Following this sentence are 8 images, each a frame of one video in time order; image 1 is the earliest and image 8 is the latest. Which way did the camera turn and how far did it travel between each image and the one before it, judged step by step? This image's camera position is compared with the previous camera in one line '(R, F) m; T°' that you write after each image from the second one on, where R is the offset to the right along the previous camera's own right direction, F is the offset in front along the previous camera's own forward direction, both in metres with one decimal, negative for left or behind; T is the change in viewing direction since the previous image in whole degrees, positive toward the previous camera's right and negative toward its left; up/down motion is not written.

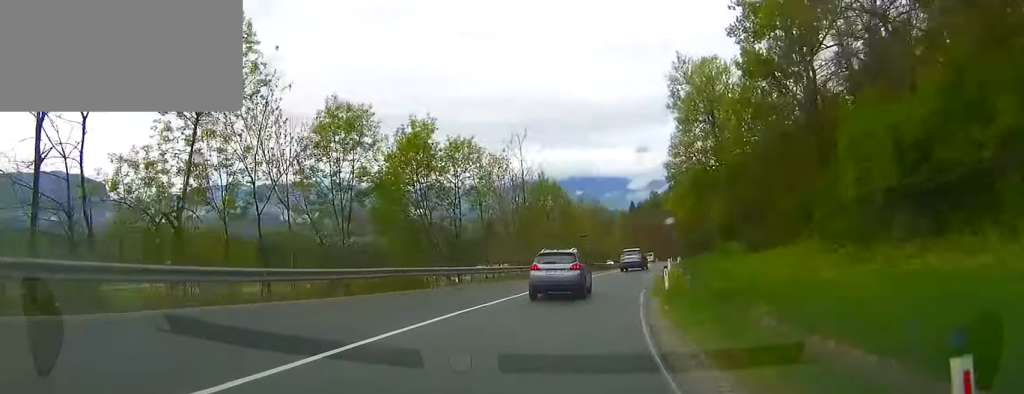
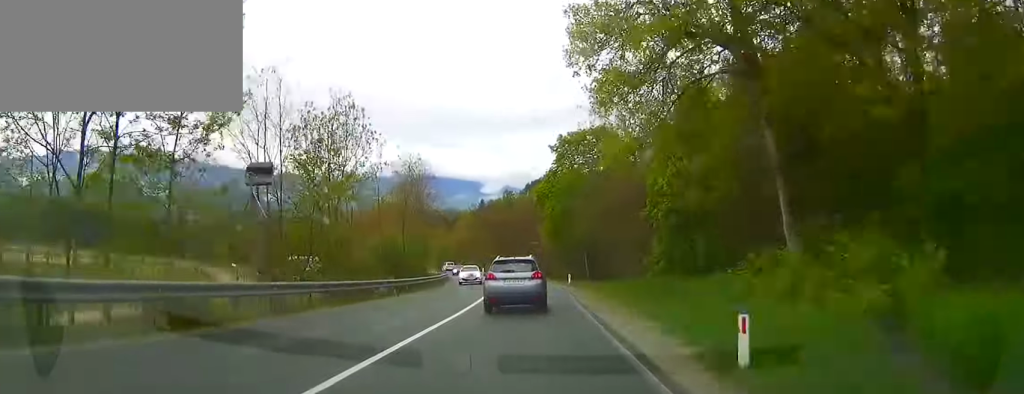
(+6.5, +45.9) m; +8°
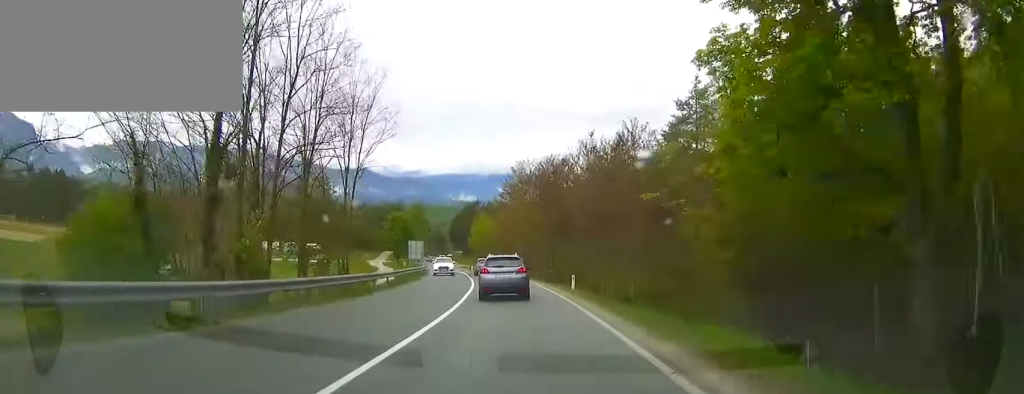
(-1.9, +57.8) m; -7°
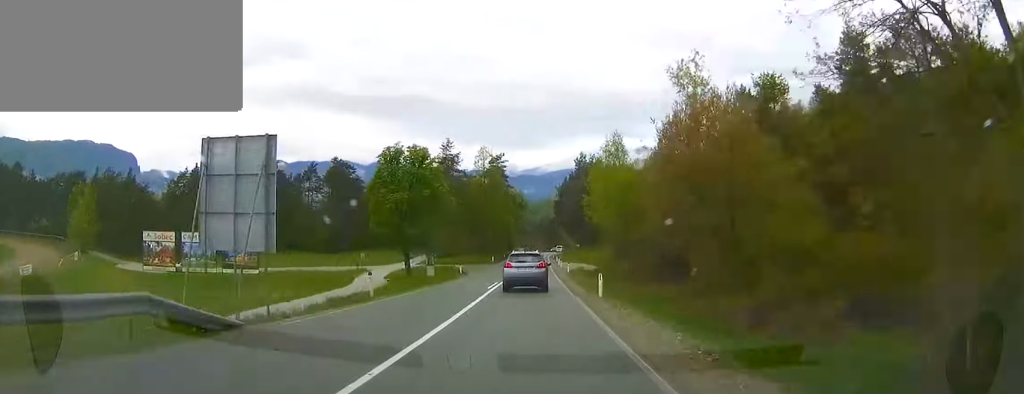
(-7.0, +77.3) m; -8°
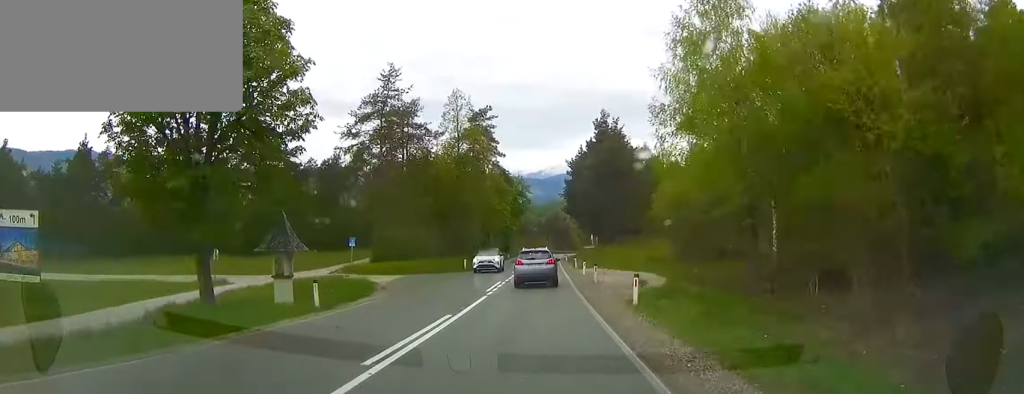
(-0.4, +31.9) m; -1°
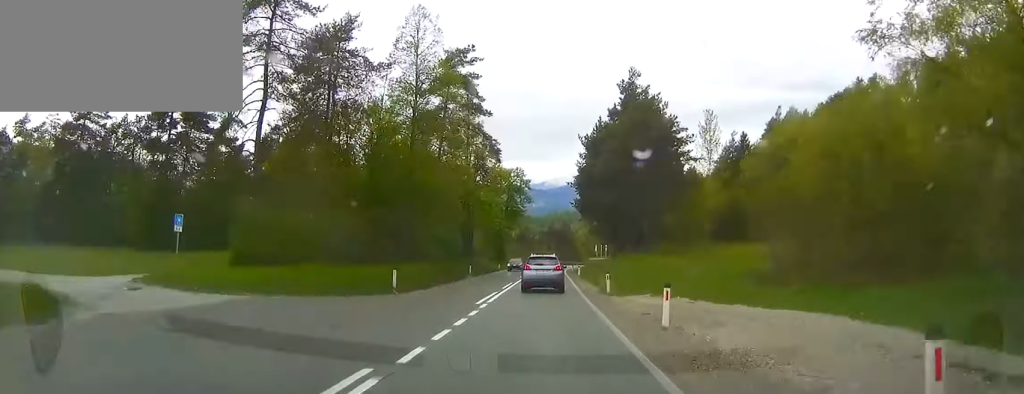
(-0.1, +21.3) m; +1°
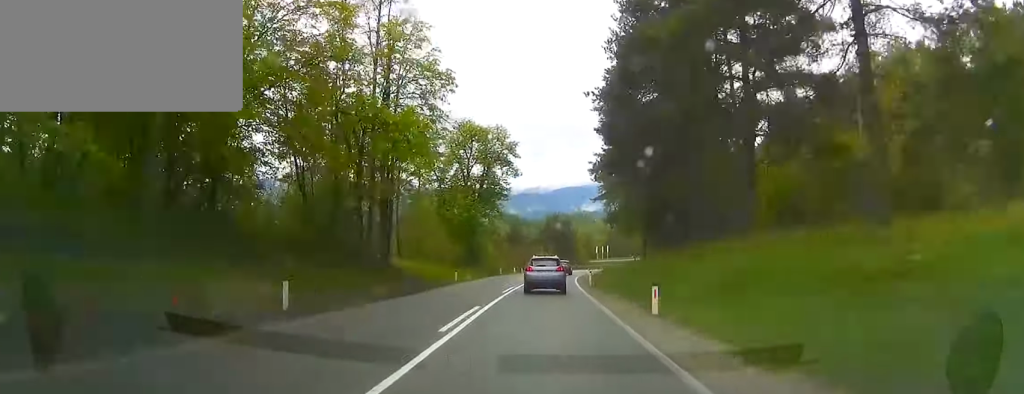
(+0.1, +31.3) m; +2°
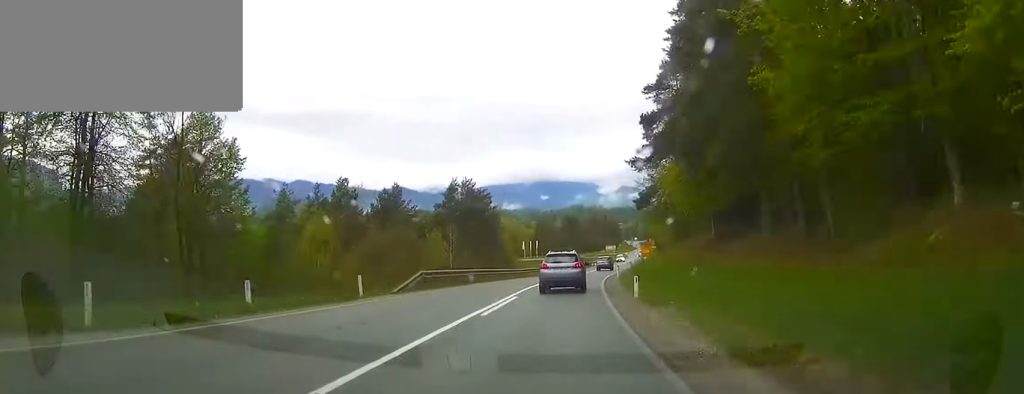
(+4.3, +66.6) m; +8°
